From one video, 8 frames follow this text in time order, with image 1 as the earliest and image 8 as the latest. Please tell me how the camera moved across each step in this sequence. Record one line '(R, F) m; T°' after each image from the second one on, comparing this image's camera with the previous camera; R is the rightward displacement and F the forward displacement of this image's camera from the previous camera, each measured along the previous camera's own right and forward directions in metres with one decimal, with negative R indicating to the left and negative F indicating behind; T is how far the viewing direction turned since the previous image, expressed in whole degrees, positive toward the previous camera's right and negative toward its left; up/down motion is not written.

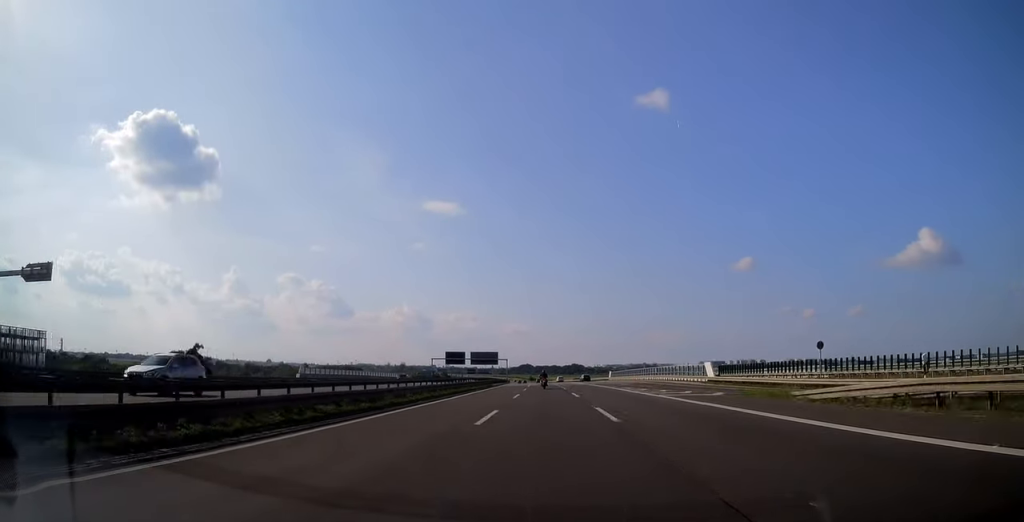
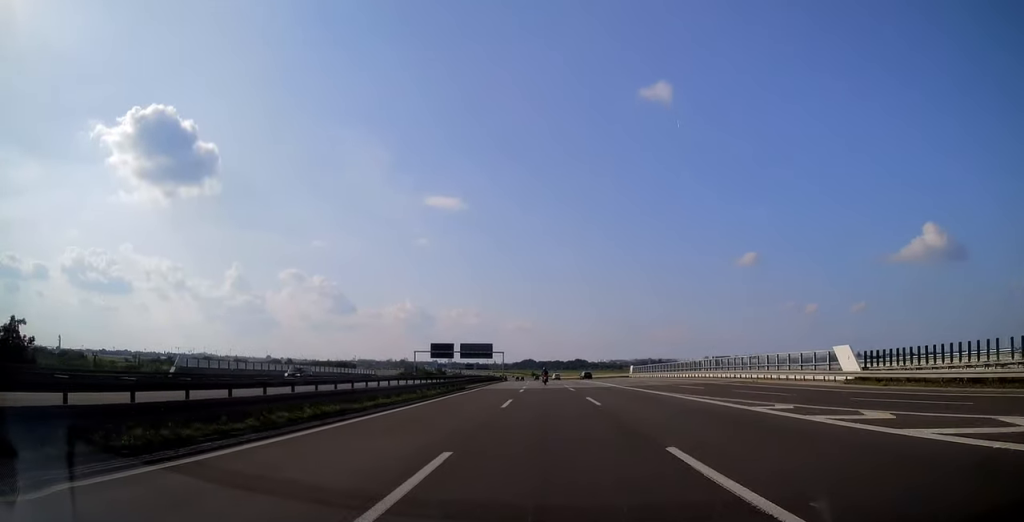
(0.0, +29.7) m; 0°
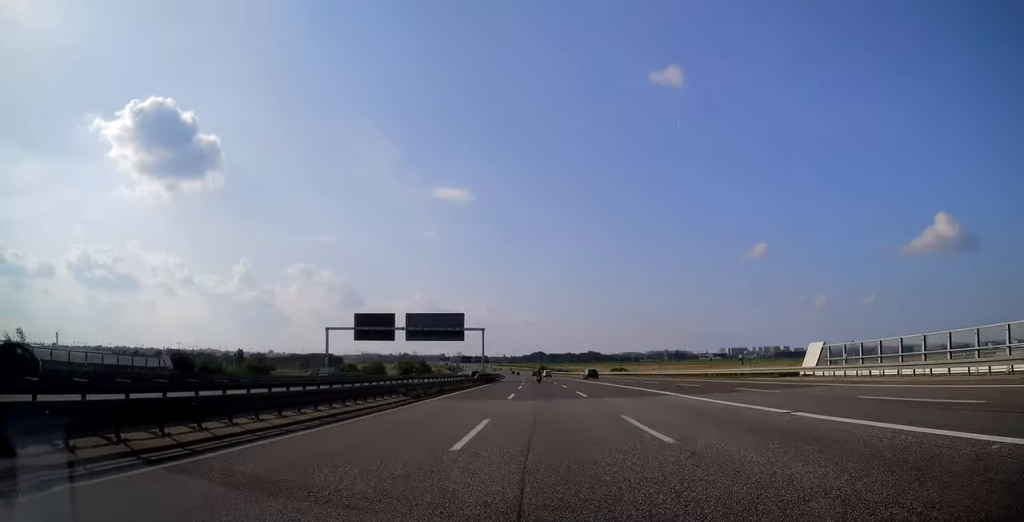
(-0.4, +72.5) m; -1°
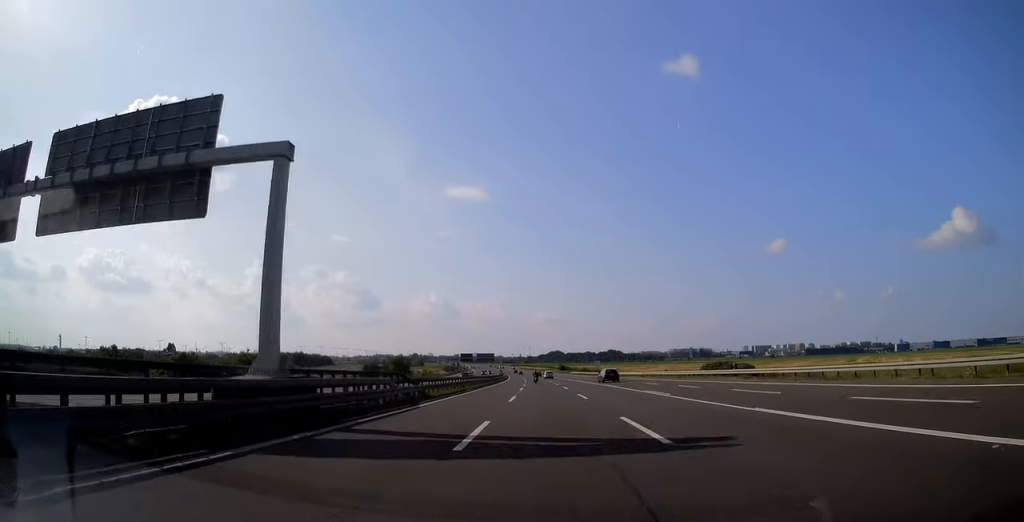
(-0.7, +71.7) m; -1°
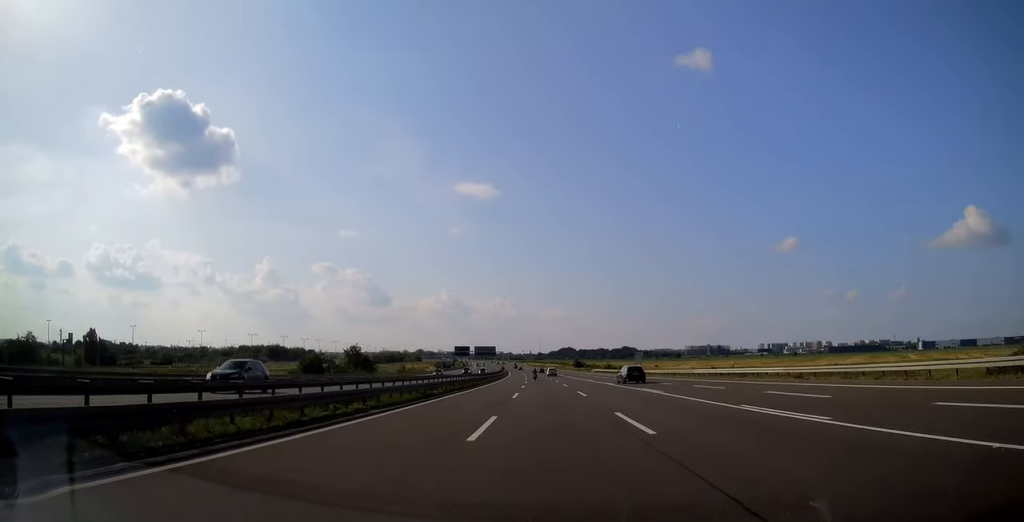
(-0.6, +52.0) m; -1°
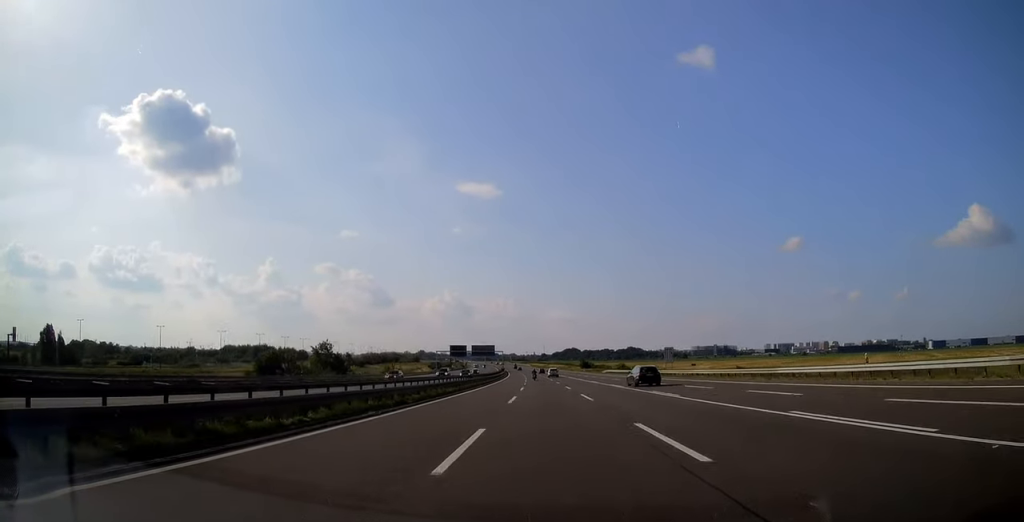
(-0.1, +22.1) m; 0°
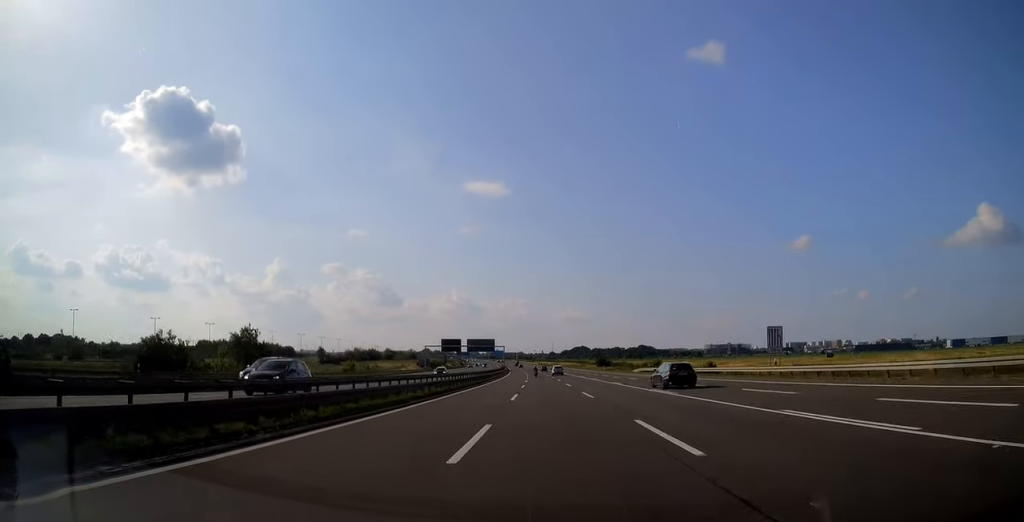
(-0.2, +35.5) m; -1°
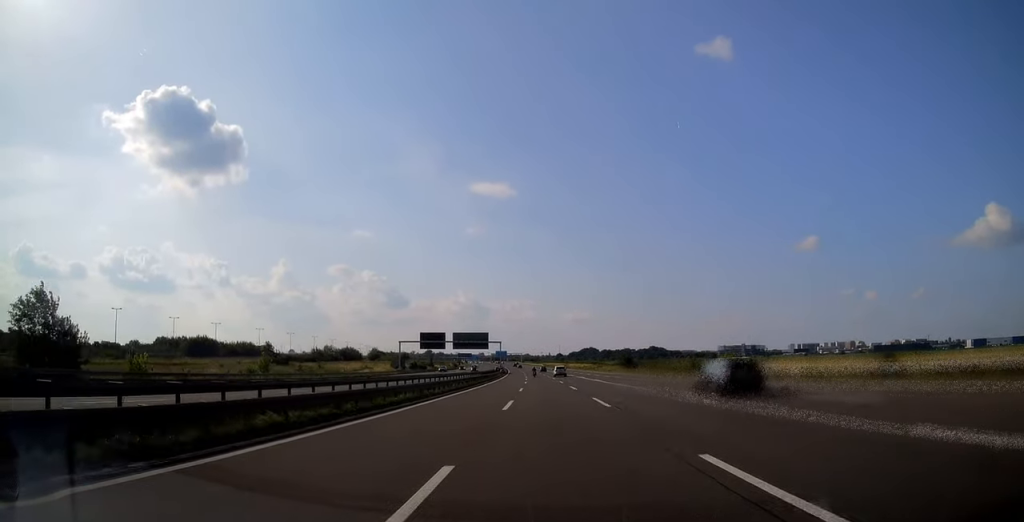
(-0.1, +42.0) m; -1°
